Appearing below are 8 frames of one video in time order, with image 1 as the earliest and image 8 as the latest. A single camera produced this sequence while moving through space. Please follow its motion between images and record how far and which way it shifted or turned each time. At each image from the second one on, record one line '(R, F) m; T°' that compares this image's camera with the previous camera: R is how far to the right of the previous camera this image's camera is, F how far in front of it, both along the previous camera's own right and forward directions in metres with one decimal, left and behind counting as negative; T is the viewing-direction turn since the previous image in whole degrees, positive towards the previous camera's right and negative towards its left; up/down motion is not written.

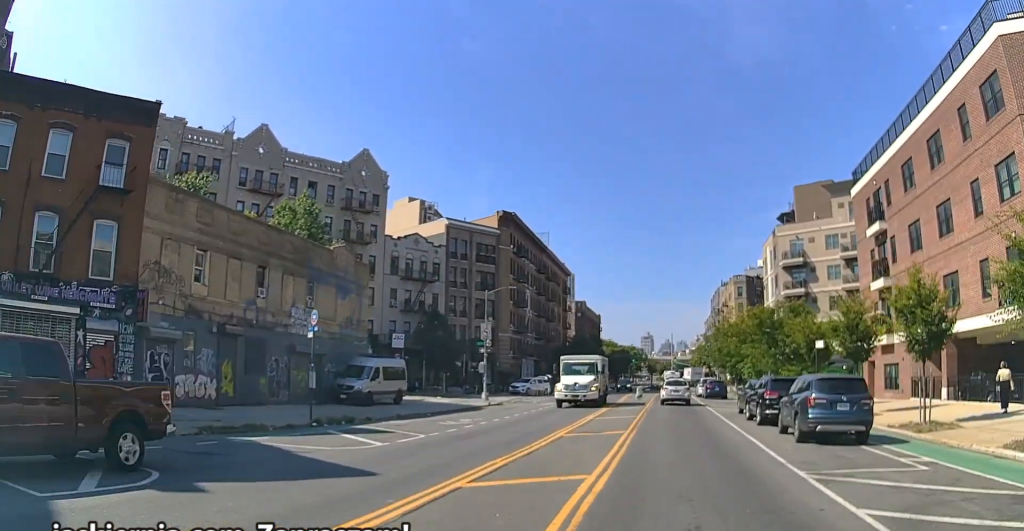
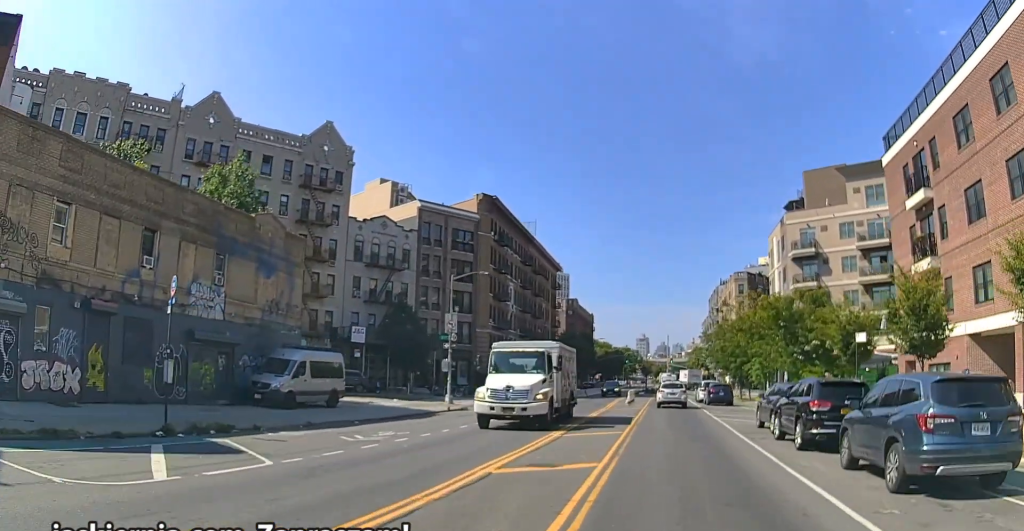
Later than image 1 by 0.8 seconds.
(0.0, +7.8) m; 0°
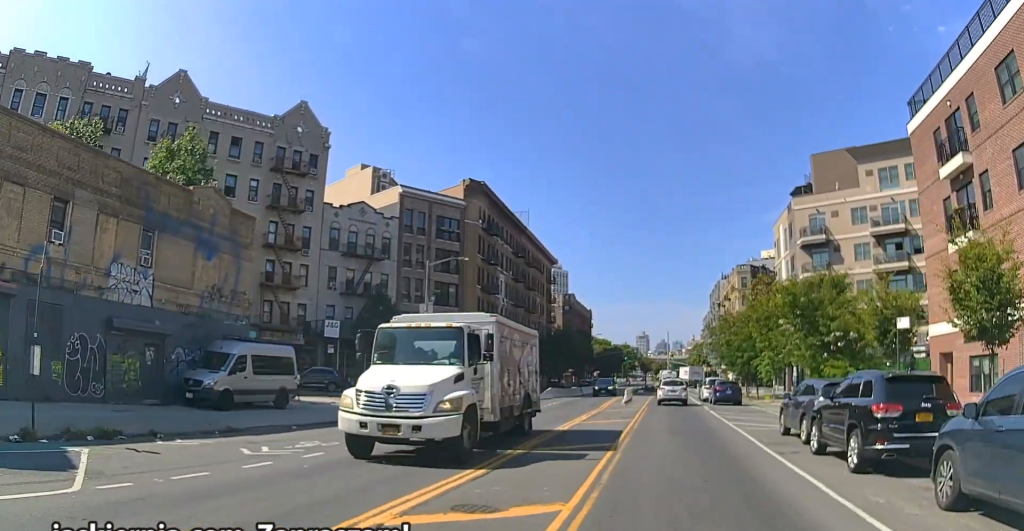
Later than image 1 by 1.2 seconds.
(0.0, +4.7) m; 0°
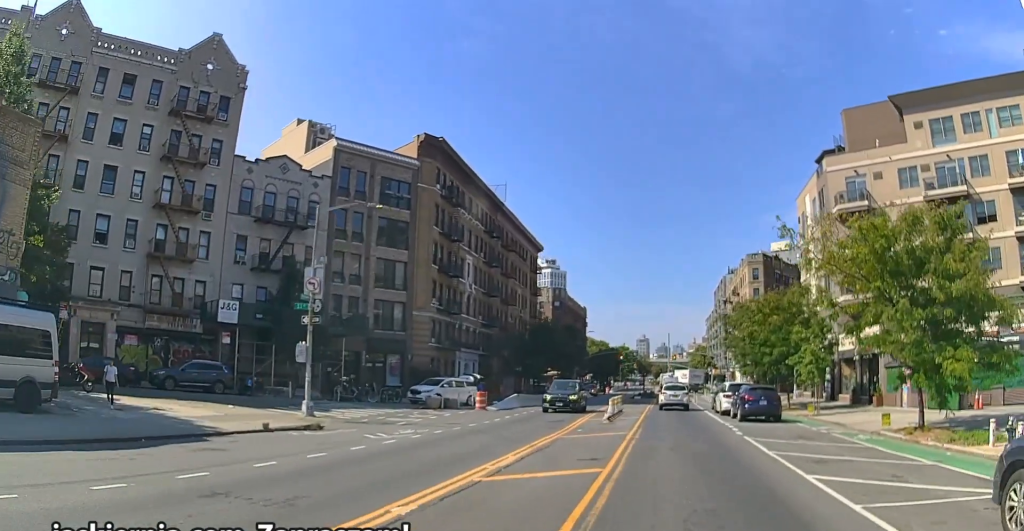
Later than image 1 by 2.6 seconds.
(-0.2, +13.5) m; -1°
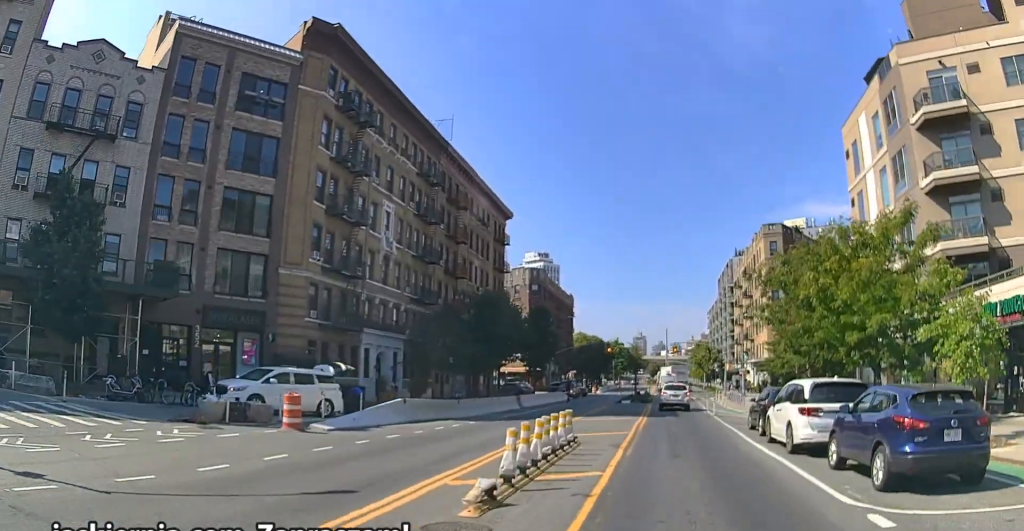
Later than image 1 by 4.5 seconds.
(+0.2, +18.9) m; +2°
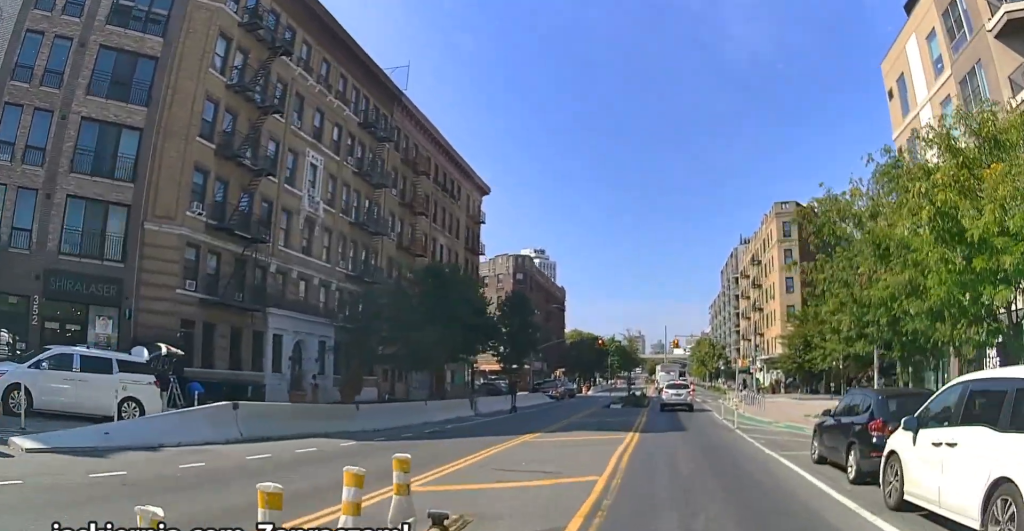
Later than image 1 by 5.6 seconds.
(+0.2, +9.9) m; +1°
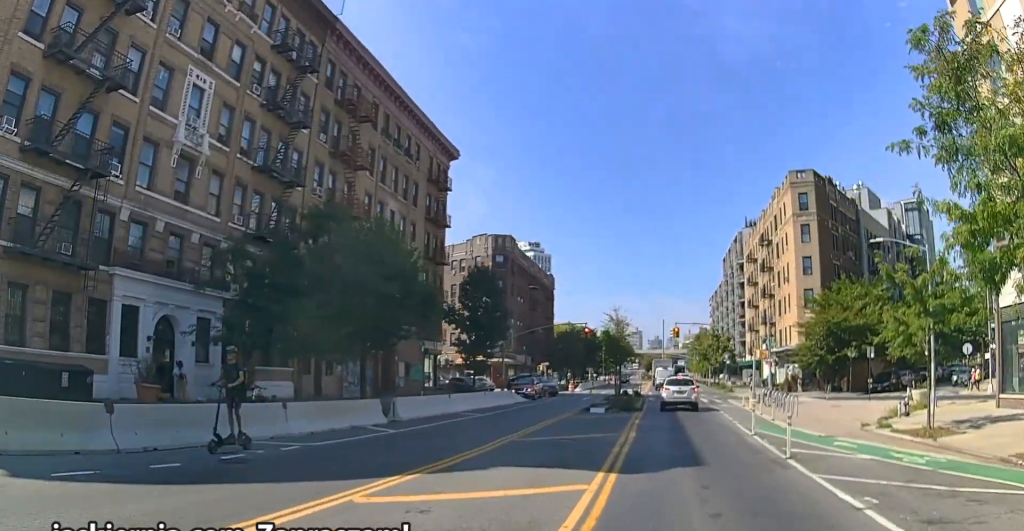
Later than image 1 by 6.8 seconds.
(0.0, +10.0) m; -1°
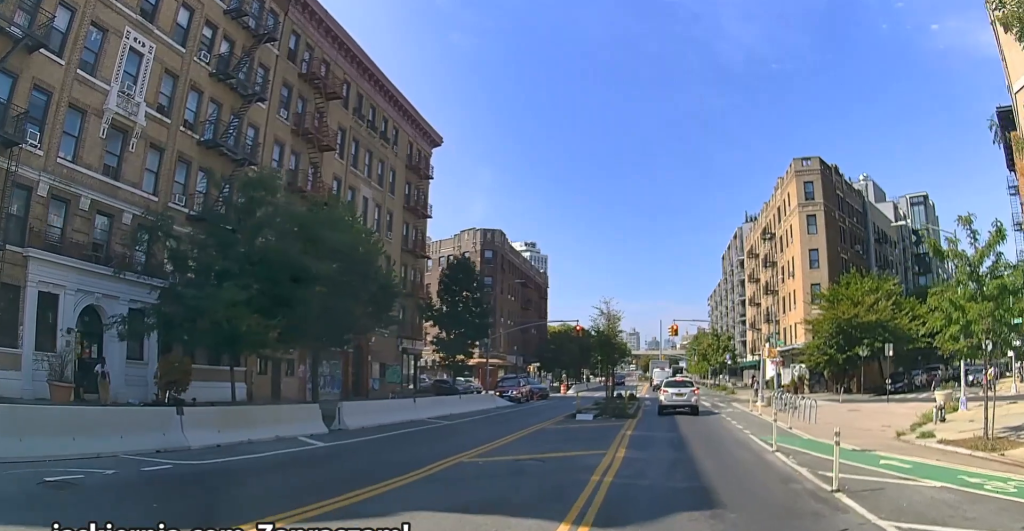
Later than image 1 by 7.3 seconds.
(0.0, +3.8) m; -3°
